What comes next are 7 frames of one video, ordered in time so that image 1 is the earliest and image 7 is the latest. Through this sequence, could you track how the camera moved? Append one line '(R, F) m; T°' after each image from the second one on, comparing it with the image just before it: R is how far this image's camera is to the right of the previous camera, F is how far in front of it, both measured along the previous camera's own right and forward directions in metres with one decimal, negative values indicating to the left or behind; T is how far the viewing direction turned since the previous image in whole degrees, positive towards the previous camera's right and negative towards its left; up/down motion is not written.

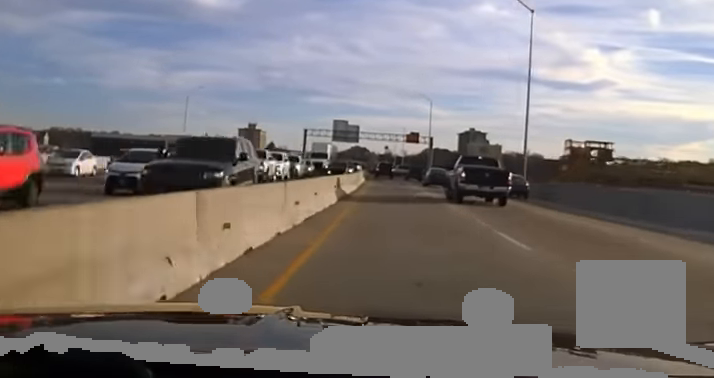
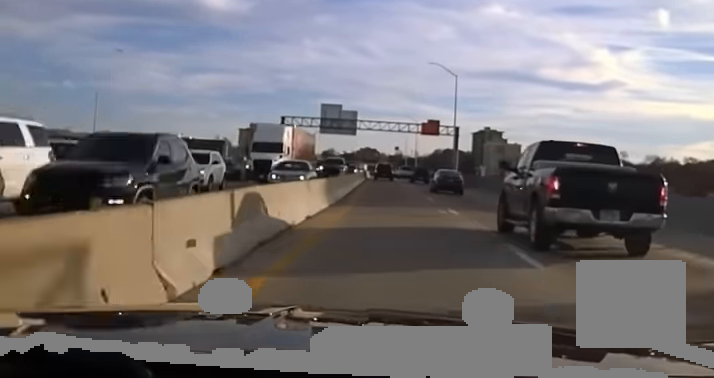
(0.0, +36.3) m; 0°
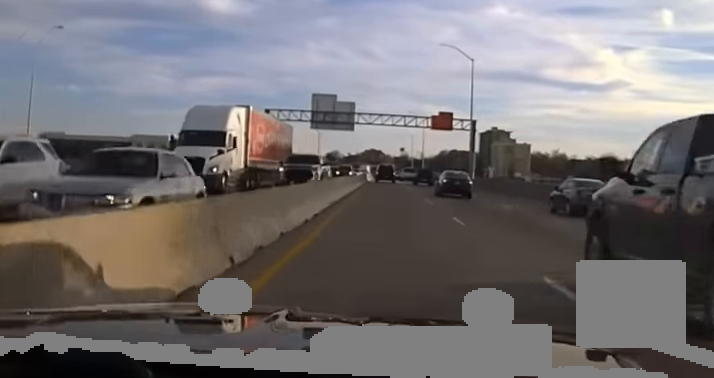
(0.0, +14.6) m; 0°
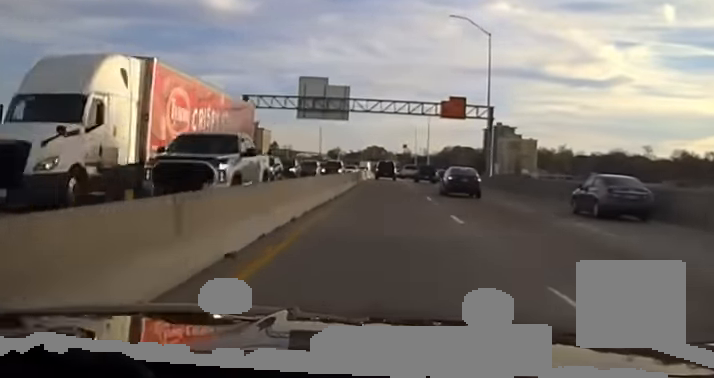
(-0.1, +12.1) m; 0°
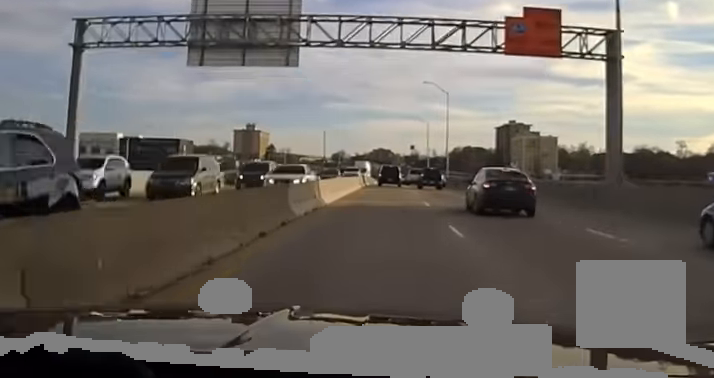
(-0.1, +35.7) m; 0°
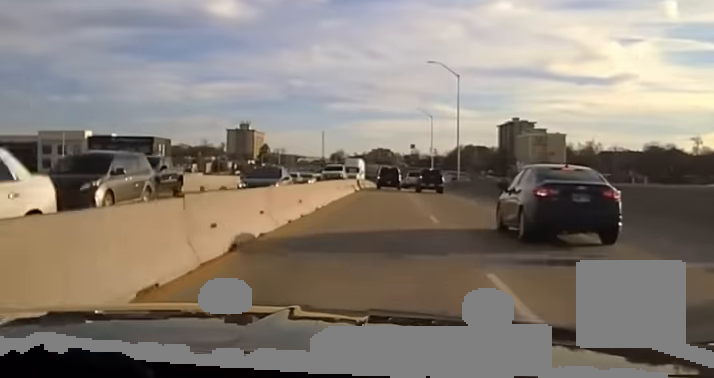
(0.0, +19.7) m; 0°
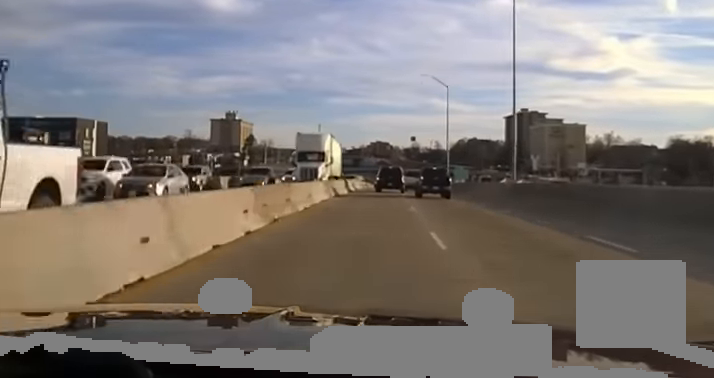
(0.0, +41.8) m; 0°
